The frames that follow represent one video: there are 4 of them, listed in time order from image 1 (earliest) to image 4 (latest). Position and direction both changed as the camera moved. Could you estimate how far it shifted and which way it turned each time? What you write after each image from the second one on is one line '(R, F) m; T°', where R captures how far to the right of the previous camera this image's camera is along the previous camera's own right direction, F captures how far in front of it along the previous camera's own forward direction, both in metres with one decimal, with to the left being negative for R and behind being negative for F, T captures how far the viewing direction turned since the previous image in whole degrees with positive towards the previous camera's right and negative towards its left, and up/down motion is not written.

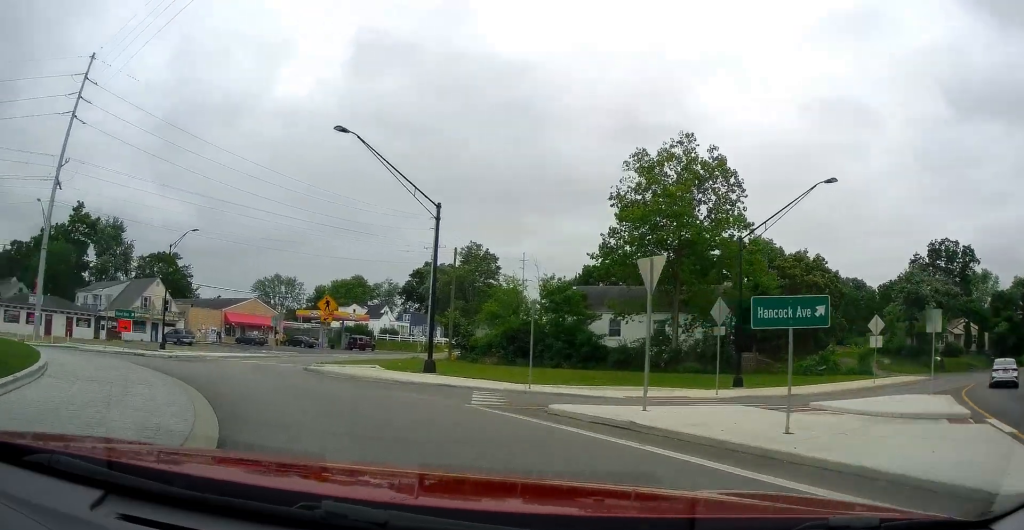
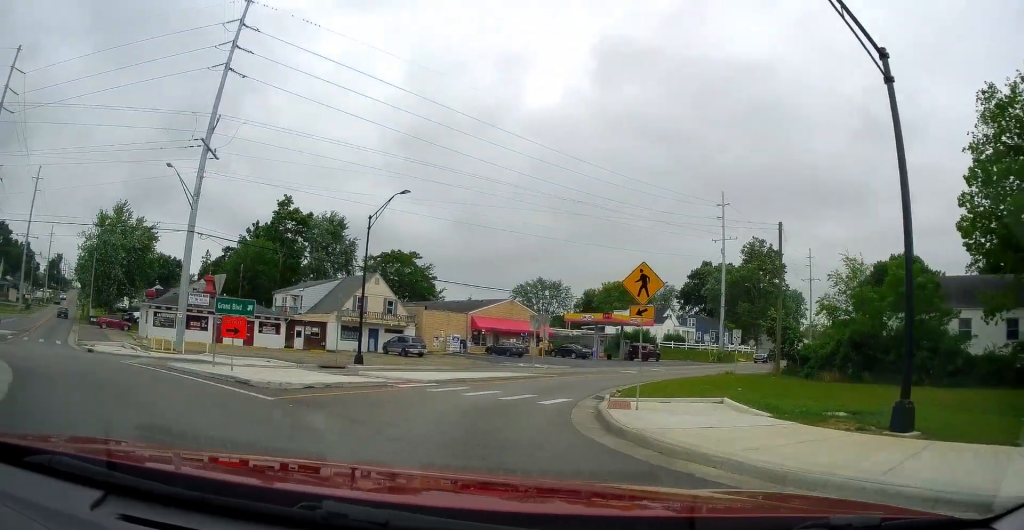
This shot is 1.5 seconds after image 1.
(-1.6, +15.1) m; -6°
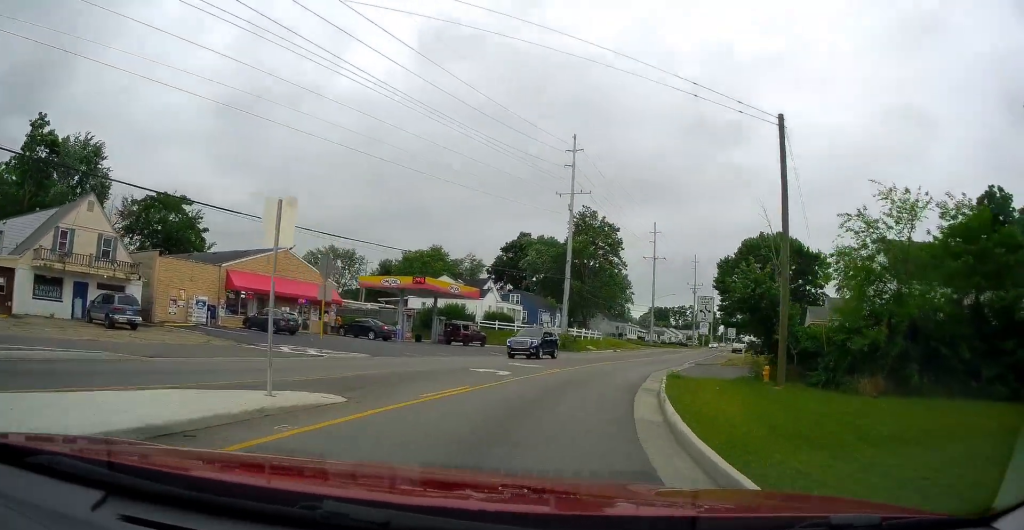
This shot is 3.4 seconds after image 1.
(+2.9, +21.3) m; +18°
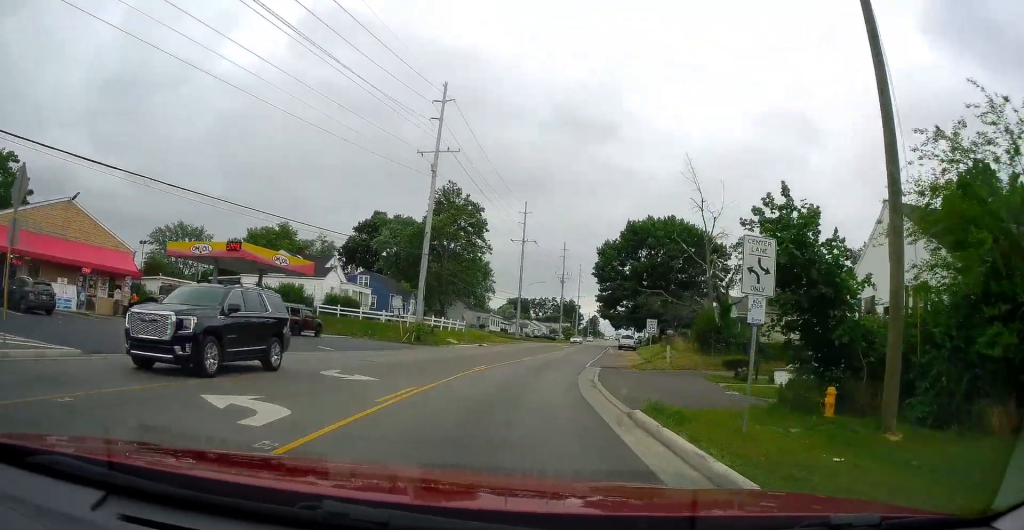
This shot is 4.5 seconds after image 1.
(+1.3, +12.7) m; +9°
